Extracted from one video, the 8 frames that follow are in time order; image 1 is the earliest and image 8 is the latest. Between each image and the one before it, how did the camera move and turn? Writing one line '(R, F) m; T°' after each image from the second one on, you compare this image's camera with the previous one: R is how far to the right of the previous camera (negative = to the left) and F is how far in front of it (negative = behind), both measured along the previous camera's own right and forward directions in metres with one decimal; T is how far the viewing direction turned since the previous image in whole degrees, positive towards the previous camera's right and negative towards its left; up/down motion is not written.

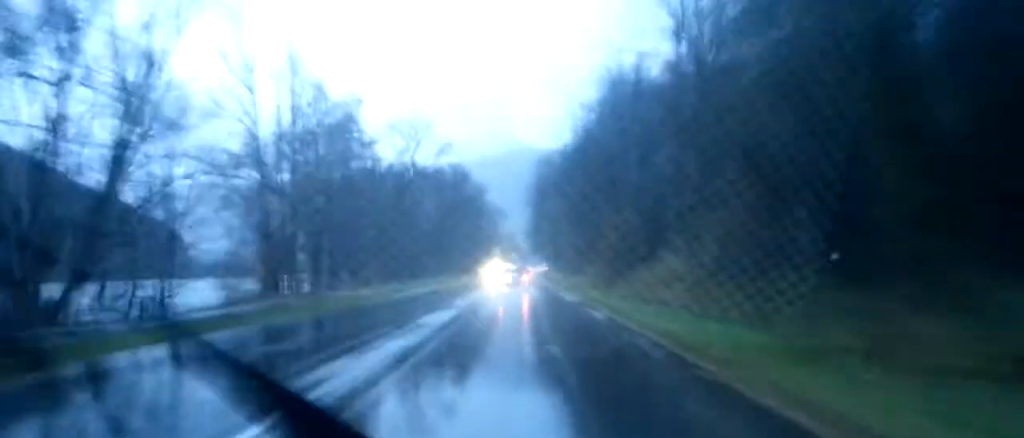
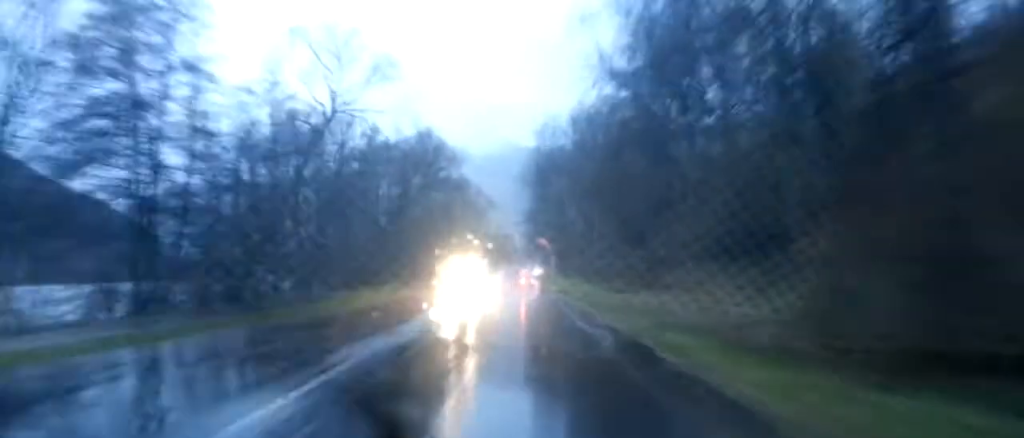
(-1.0, +33.0) m; -2°
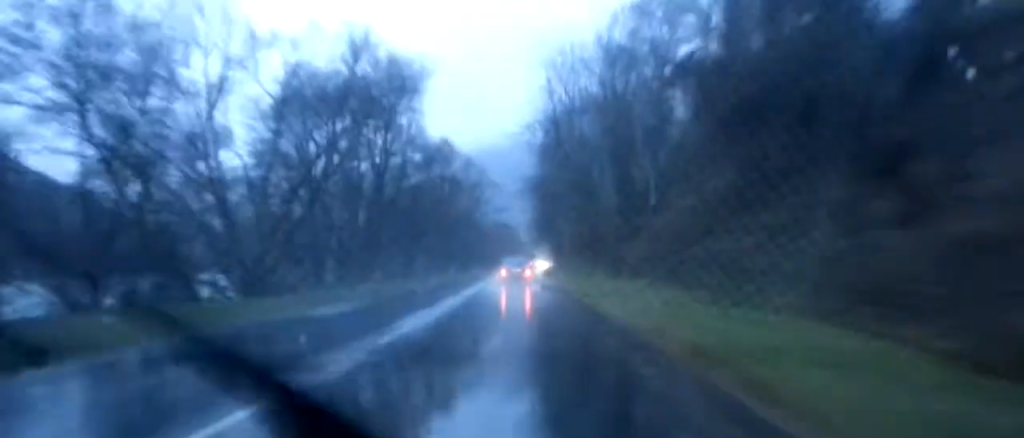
(+0.6, +30.5) m; +2°
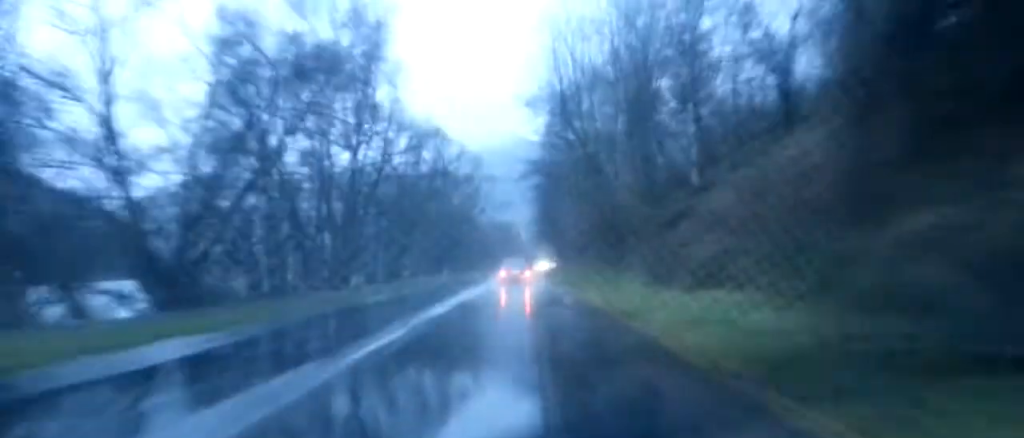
(+0.2, +11.2) m; 0°
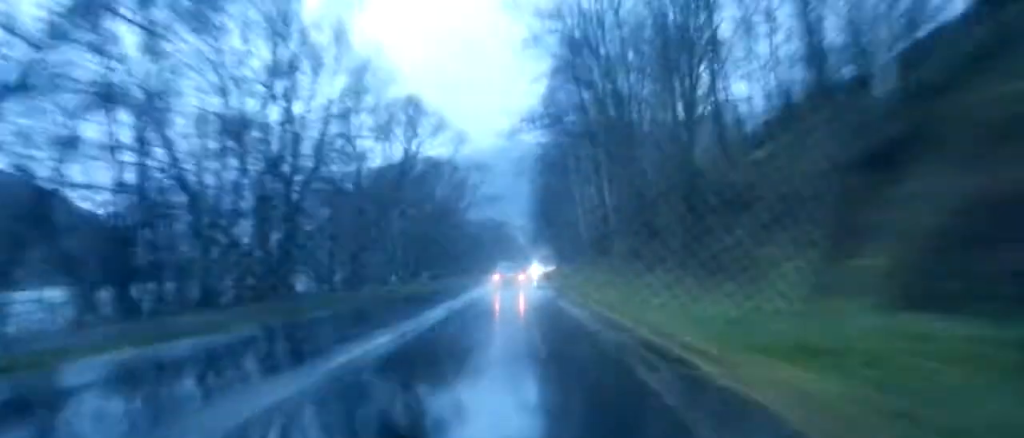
(-0.3, +18.9) m; -1°
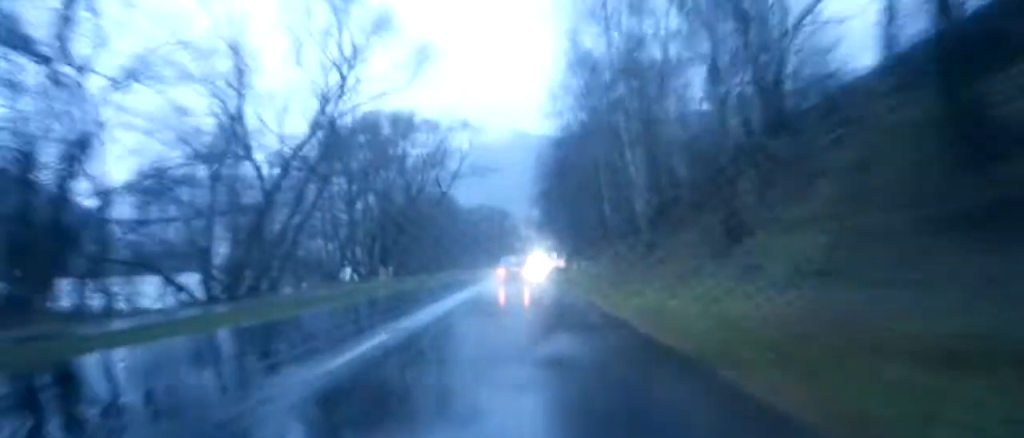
(+0.3, +28.1) m; +1°
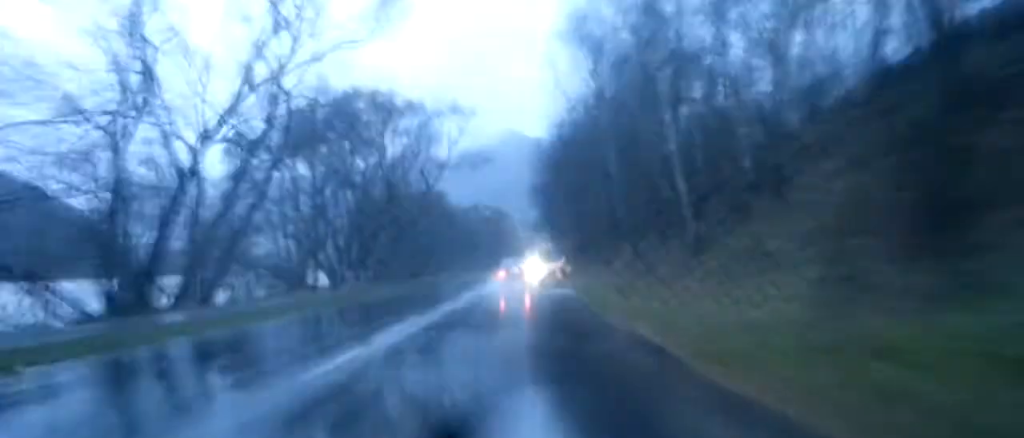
(+0.2, +10.3) m; 0°
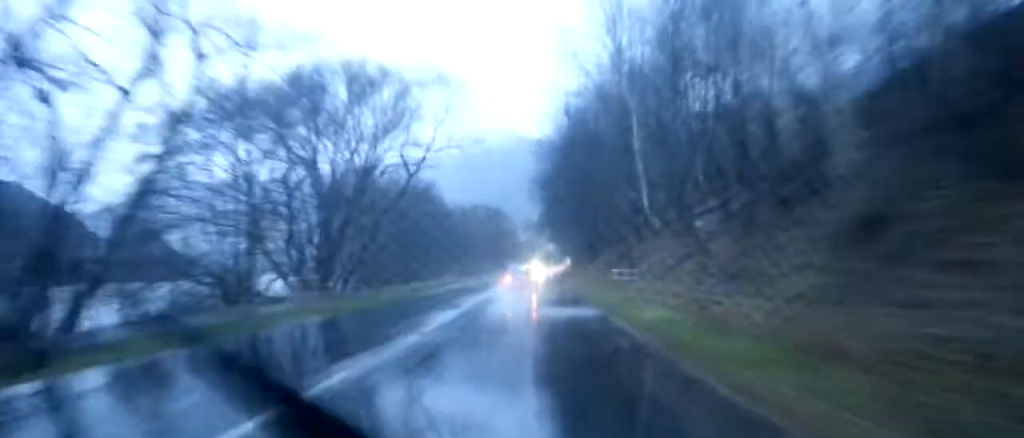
(-0.3, +12.9) m; 0°
